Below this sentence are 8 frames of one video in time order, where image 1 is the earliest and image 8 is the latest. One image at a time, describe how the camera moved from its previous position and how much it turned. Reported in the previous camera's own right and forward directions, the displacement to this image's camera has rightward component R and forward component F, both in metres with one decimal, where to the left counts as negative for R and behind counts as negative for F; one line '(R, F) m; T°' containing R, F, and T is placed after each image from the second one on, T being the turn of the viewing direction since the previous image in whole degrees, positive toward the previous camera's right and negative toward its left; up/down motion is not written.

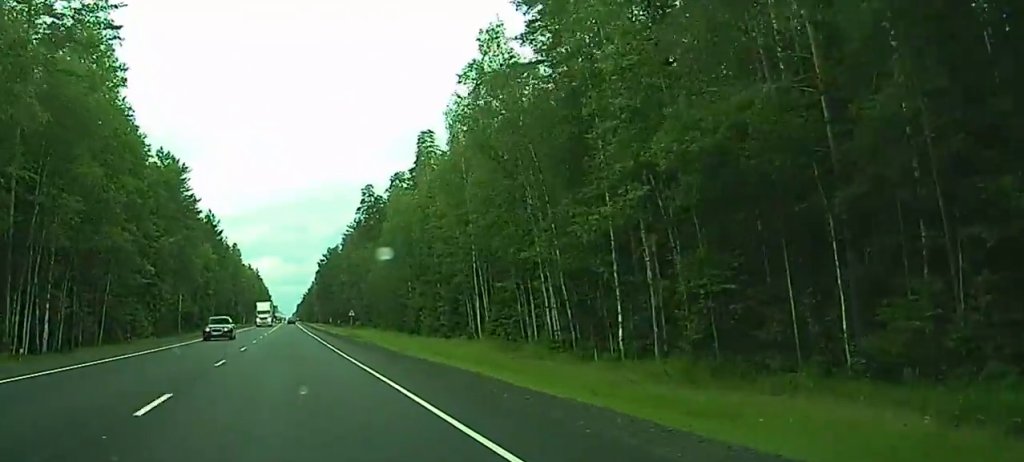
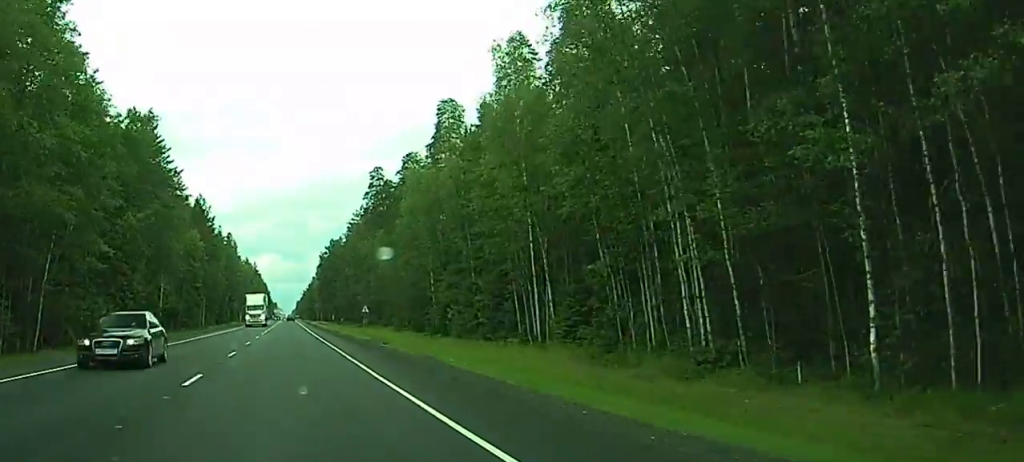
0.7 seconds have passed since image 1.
(0.0, +19.0) m; 0°
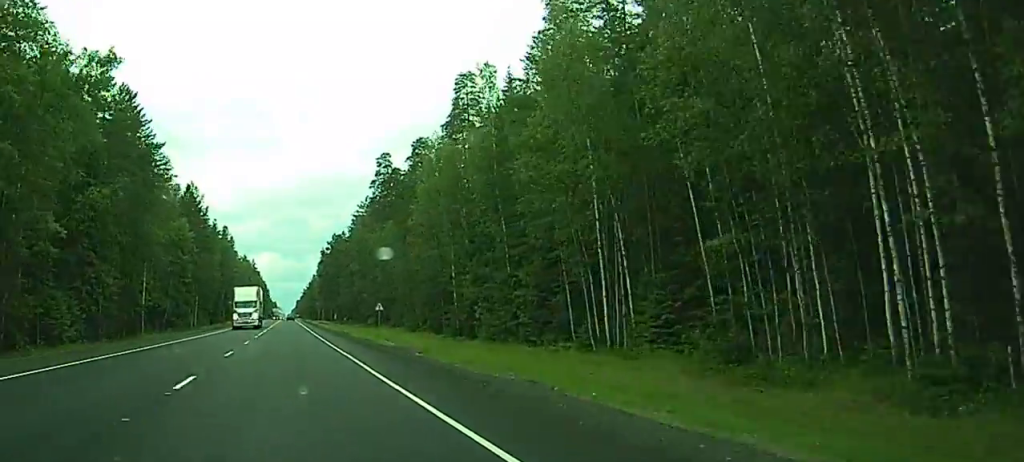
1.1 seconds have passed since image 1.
(0.0, +13.4) m; 0°
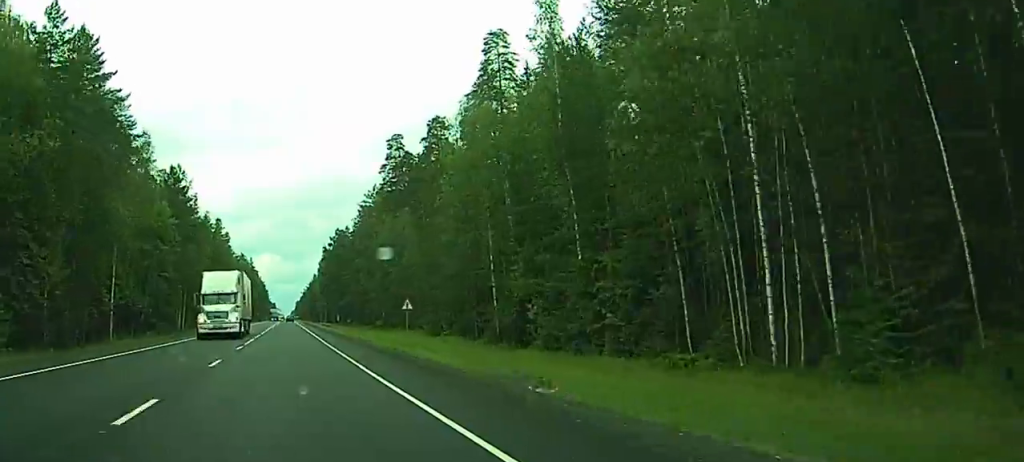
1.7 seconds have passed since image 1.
(0.0, +17.2) m; 0°
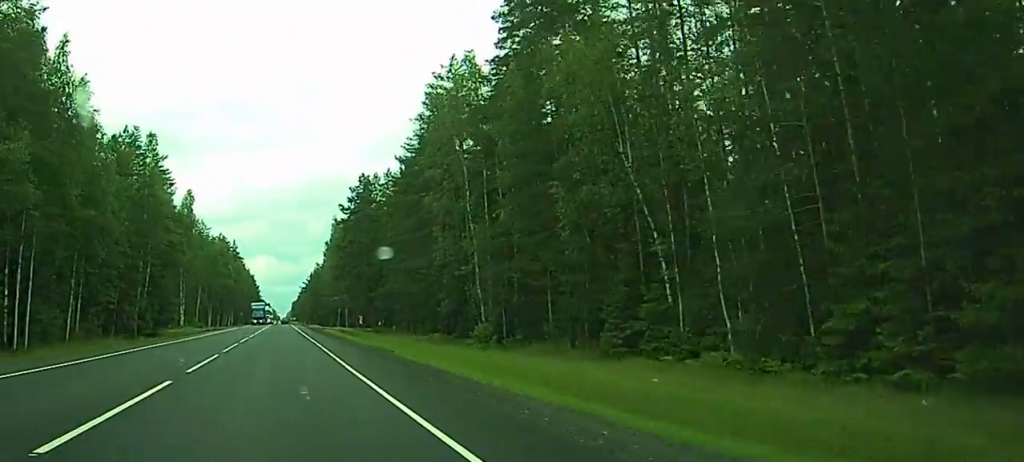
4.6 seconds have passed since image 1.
(-2.0, +81.3) m; 0°
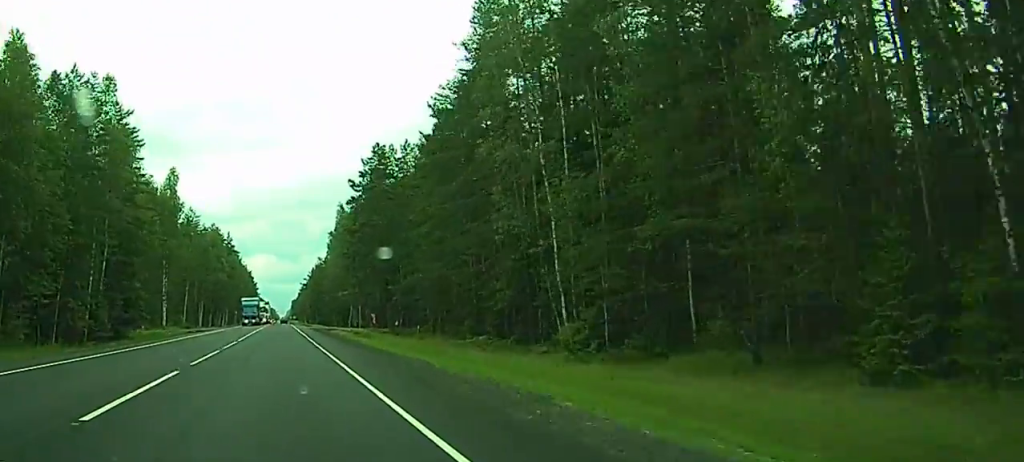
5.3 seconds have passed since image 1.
(+1.4, +21.6) m; +2°
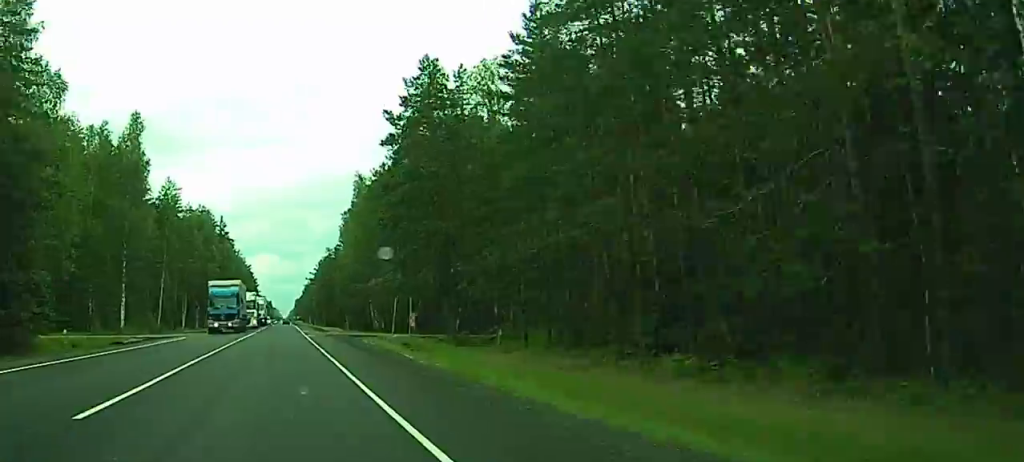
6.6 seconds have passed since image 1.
(-0.1, +35.7) m; -2°
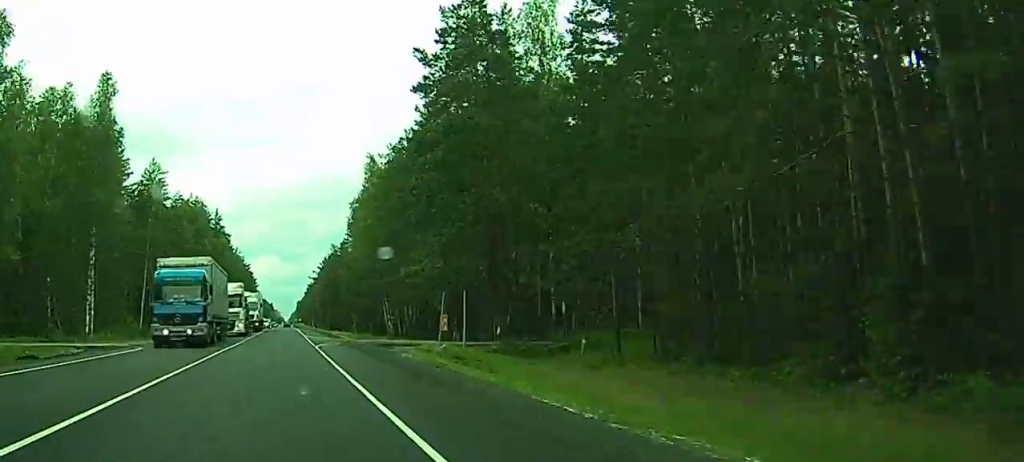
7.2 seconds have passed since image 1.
(-0.2, +16.9) m; -1°
